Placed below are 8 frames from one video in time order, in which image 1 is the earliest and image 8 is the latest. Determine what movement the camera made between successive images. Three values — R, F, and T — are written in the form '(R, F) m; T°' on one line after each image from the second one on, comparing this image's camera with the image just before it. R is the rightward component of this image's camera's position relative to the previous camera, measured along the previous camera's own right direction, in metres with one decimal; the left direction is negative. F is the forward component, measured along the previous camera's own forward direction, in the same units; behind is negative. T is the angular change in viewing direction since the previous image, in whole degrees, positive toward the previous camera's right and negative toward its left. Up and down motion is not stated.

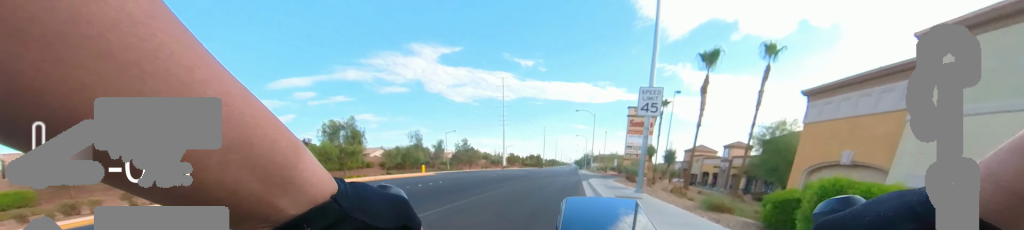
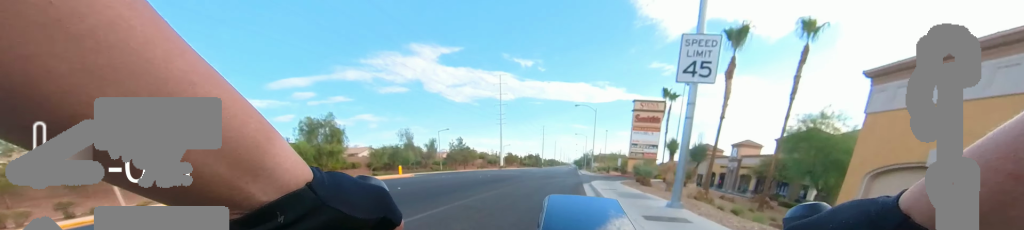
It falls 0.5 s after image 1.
(0.0, +3.8) m; 0°
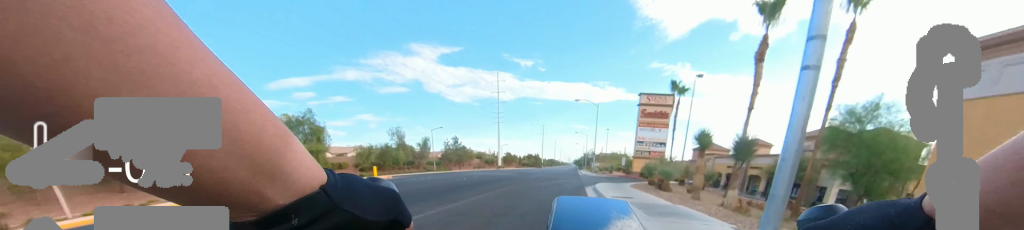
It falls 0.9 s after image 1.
(0.0, +3.3) m; 0°
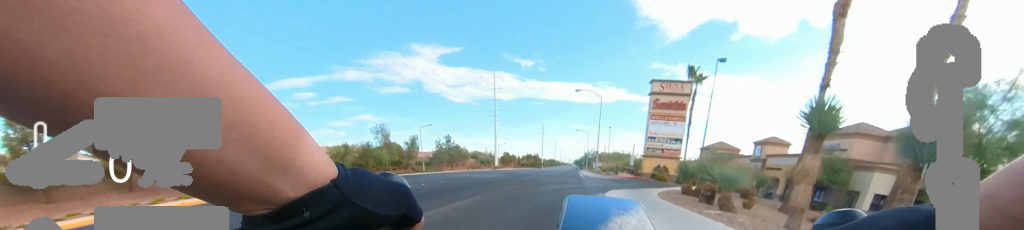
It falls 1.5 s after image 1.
(0.0, +5.0) m; 0°
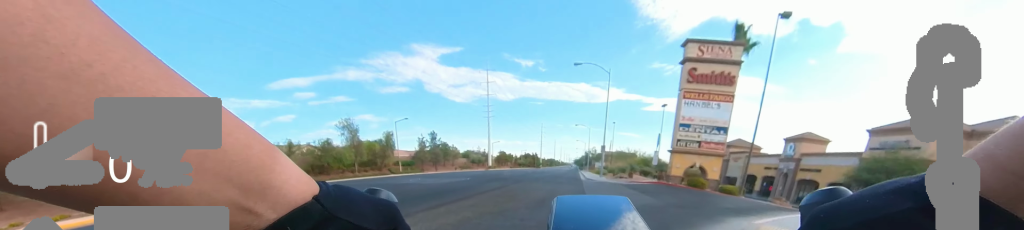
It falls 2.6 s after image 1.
(0.0, +8.5) m; 0°
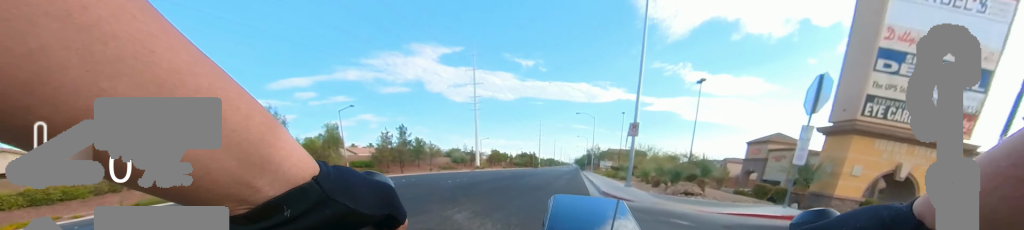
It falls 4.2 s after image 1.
(0.0, +13.1) m; 0°
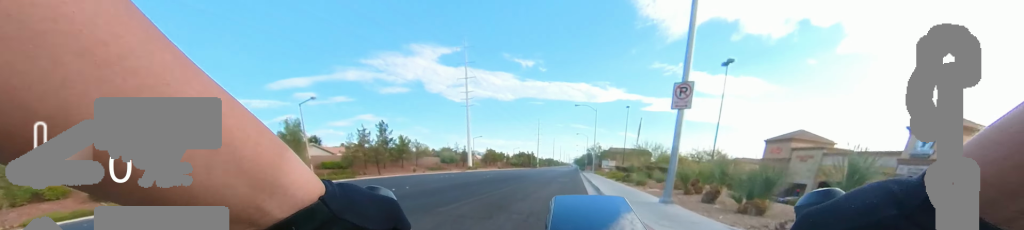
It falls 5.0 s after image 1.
(0.0, +6.1) m; 0°
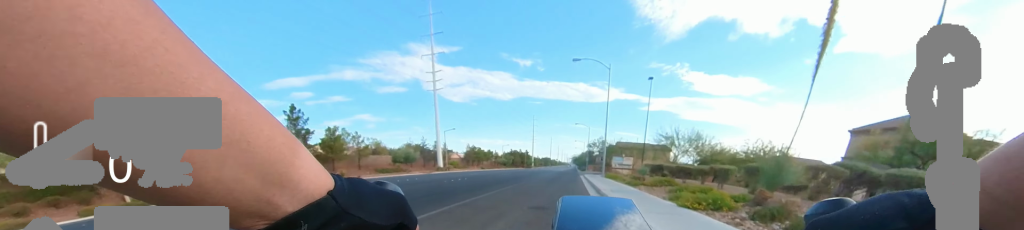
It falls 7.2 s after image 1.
(0.0, +18.0) m; 0°
